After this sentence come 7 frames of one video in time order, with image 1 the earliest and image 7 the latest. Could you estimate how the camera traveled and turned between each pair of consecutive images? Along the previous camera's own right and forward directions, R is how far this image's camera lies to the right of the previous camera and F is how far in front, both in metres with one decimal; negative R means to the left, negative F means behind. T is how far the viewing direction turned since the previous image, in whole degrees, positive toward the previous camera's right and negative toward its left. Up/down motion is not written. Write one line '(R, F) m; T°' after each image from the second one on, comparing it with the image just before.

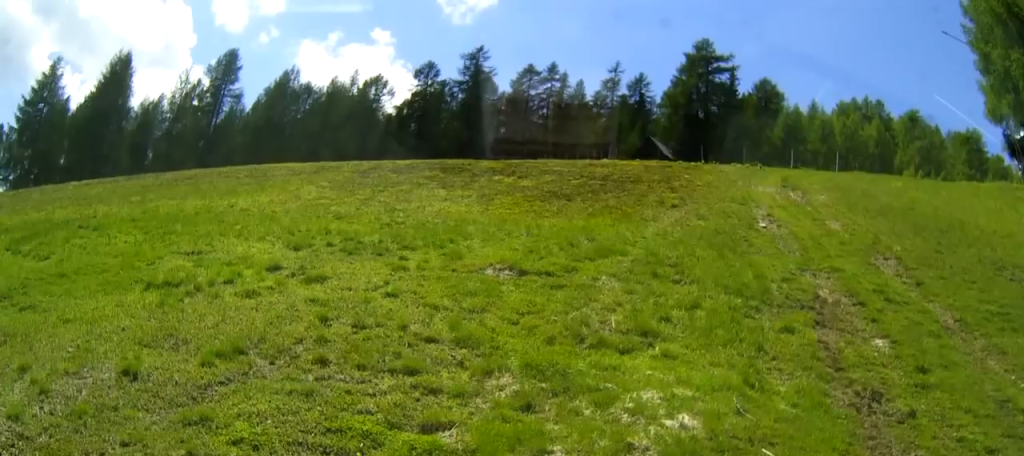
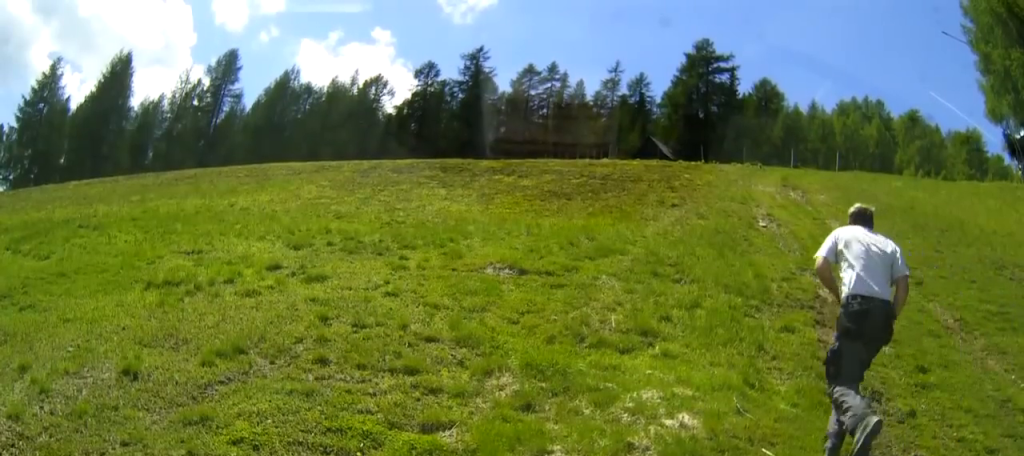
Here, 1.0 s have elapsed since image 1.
(0.0, 0.0) m; 0°
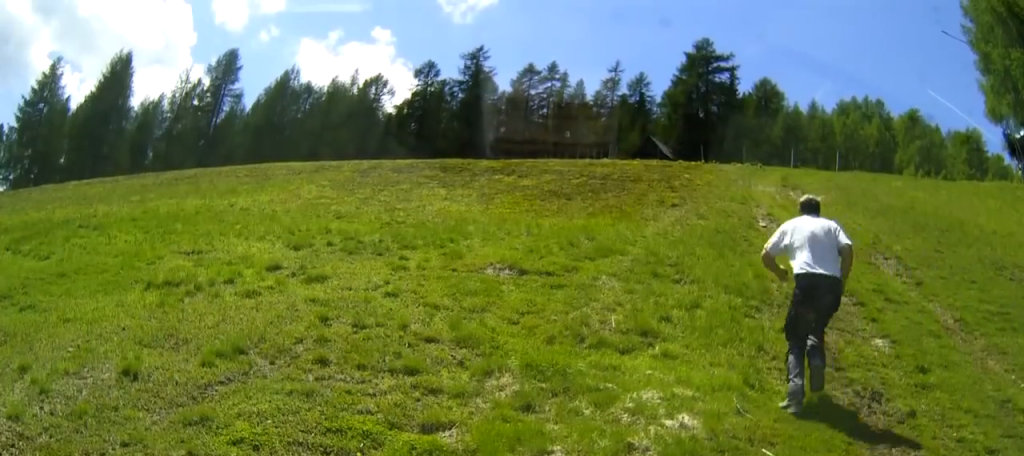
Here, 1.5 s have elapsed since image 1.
(0.0, 0.0) m; 0°
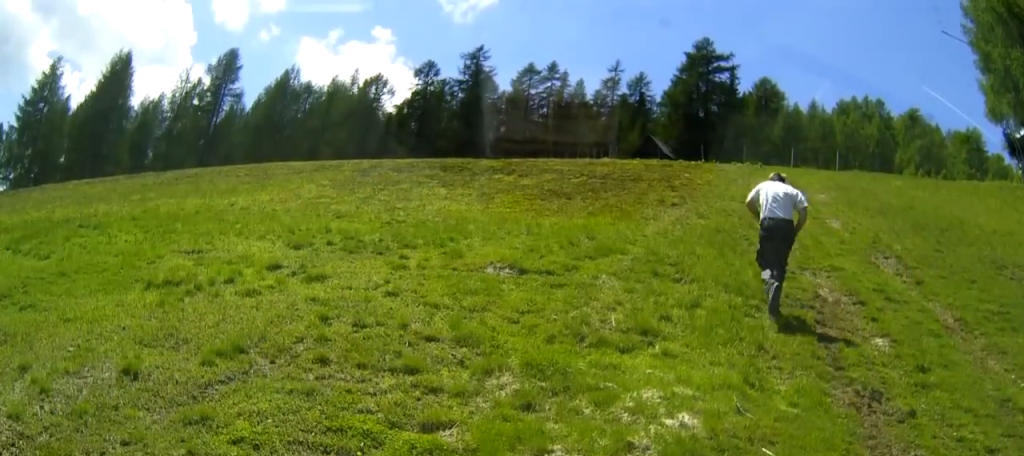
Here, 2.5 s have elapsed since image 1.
(0.0, 0.0) m; 0°
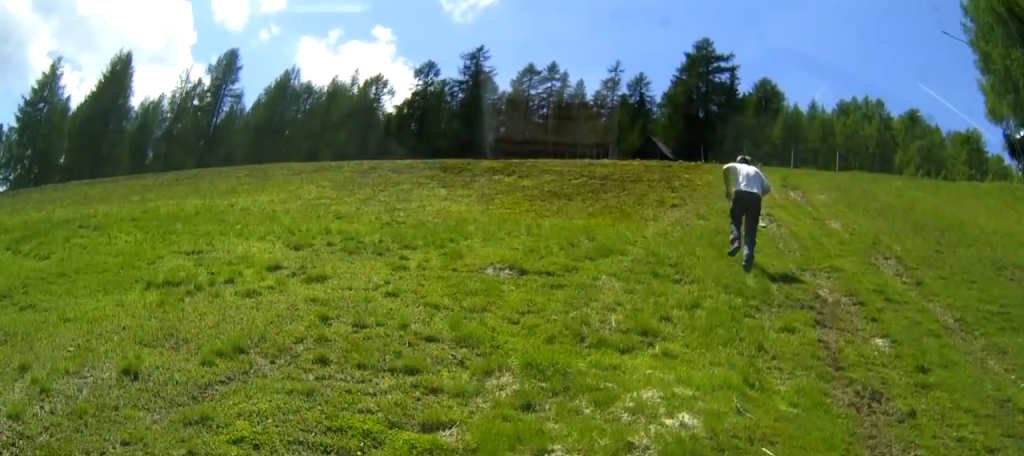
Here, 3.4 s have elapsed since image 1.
(0.0, 0.0) m; 0°
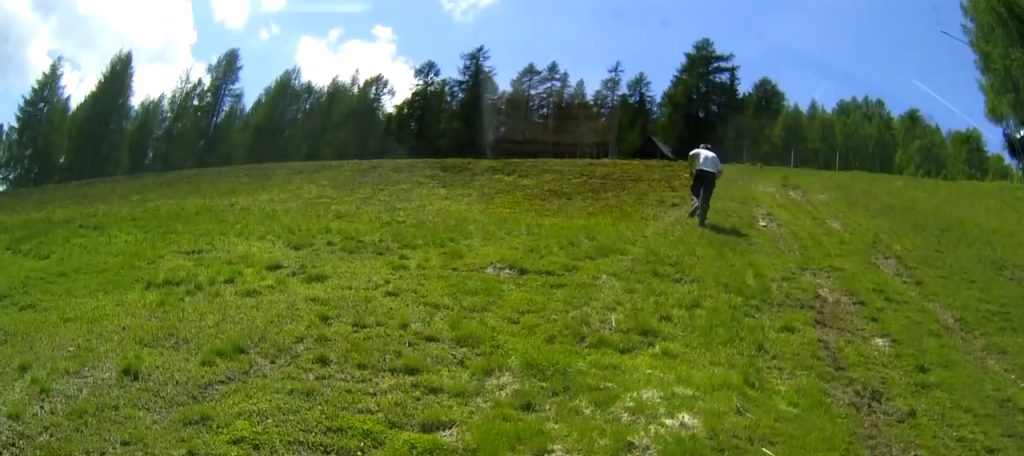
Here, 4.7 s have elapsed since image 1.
(0.0, 0.0) m; 0°
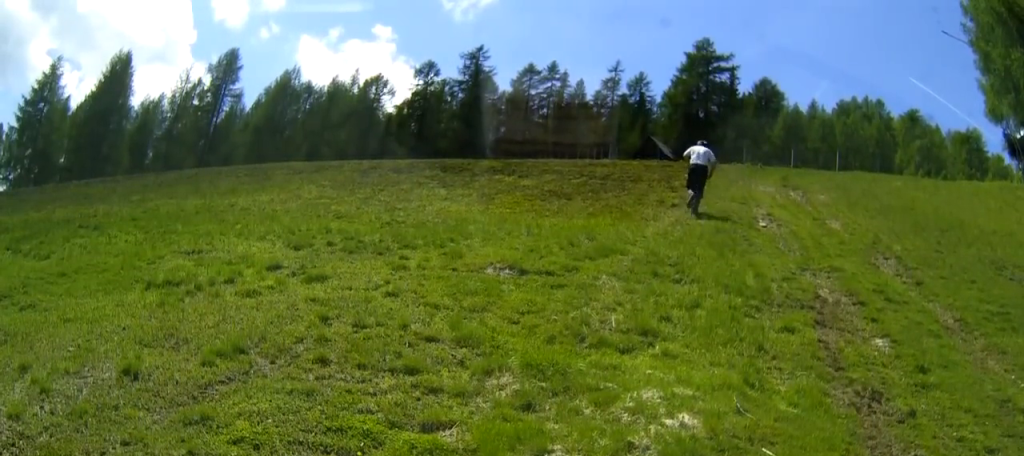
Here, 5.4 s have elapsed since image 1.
(0.0, 0.0) m; 0°
